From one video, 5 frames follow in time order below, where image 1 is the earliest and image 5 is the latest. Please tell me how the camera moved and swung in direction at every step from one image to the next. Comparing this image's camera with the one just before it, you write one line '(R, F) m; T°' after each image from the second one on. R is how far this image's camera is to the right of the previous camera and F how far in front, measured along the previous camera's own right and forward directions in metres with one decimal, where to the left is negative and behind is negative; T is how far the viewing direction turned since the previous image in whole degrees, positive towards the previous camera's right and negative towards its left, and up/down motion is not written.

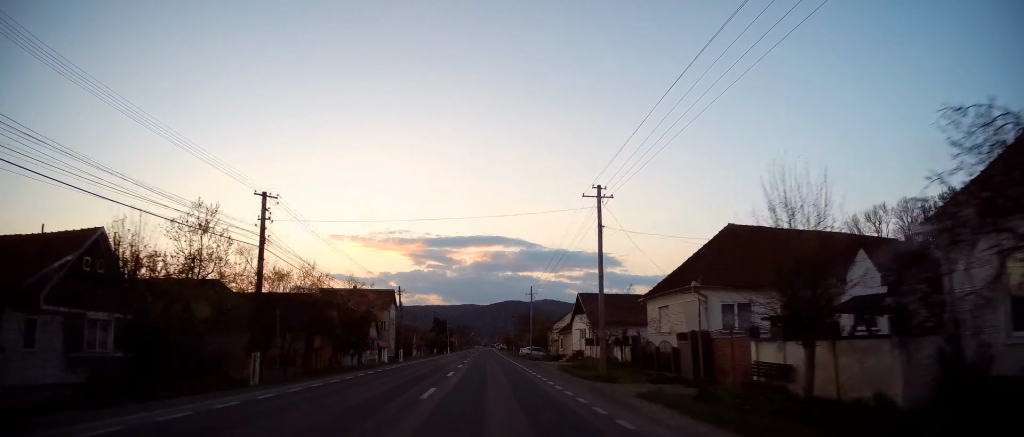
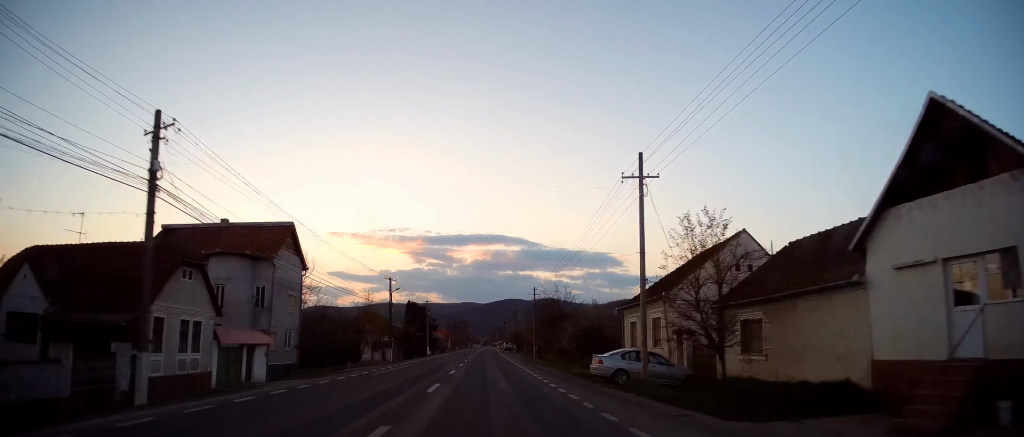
(+0.1, +42.5) m; 0°
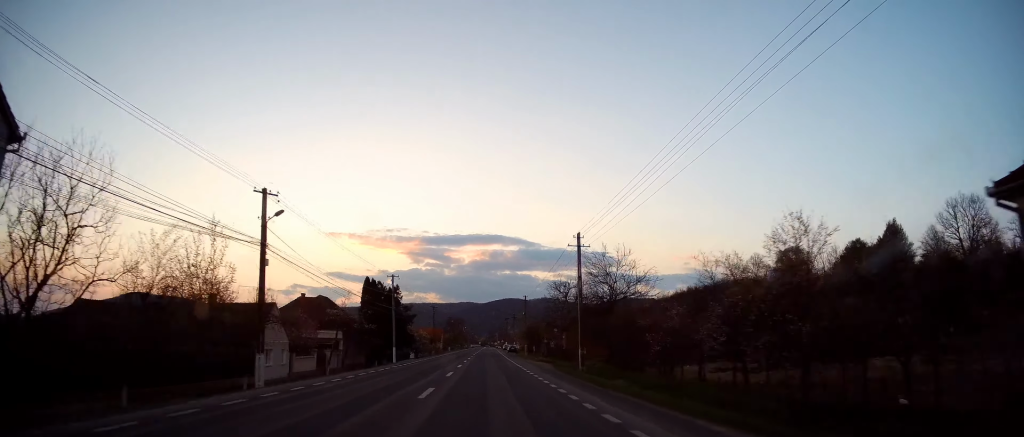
(+0.1, +27.9) m; 0°
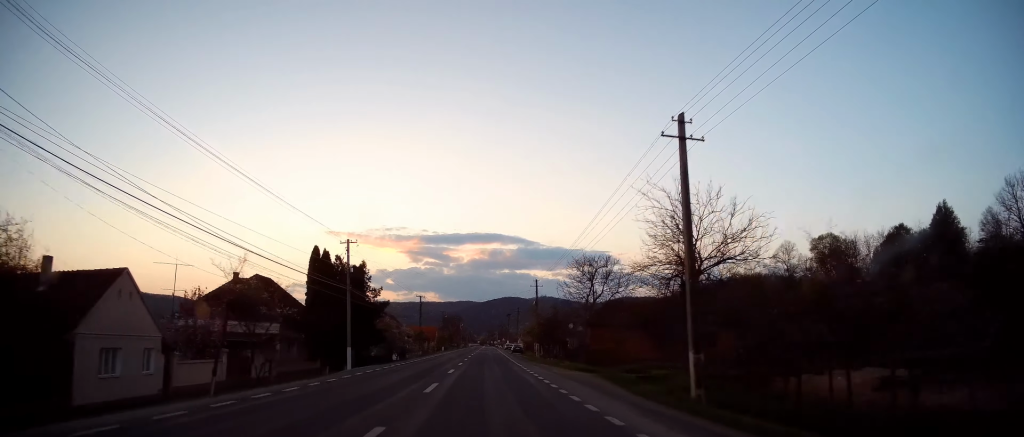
(+0.2, +16.2) m; 0°
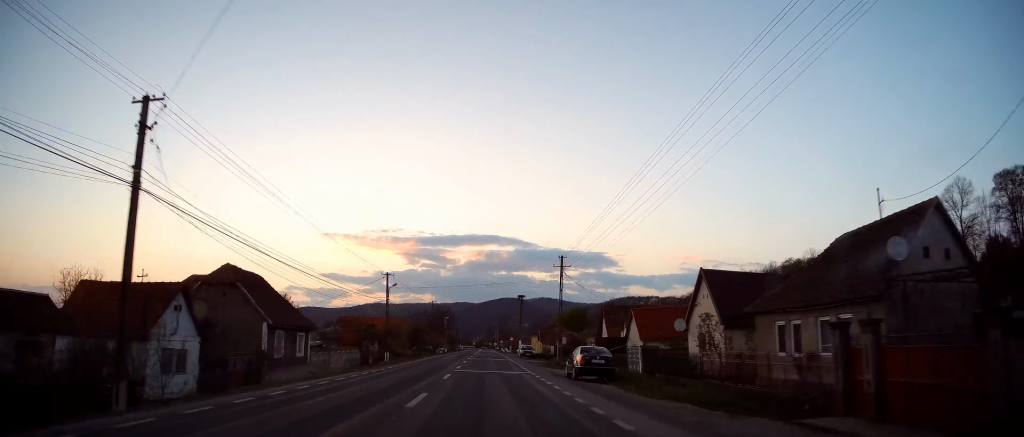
(-0.8, +56.8) m; 0°
